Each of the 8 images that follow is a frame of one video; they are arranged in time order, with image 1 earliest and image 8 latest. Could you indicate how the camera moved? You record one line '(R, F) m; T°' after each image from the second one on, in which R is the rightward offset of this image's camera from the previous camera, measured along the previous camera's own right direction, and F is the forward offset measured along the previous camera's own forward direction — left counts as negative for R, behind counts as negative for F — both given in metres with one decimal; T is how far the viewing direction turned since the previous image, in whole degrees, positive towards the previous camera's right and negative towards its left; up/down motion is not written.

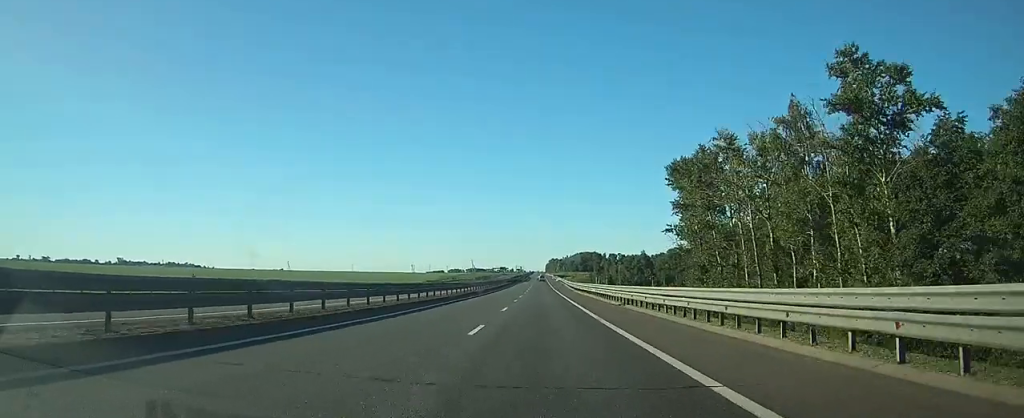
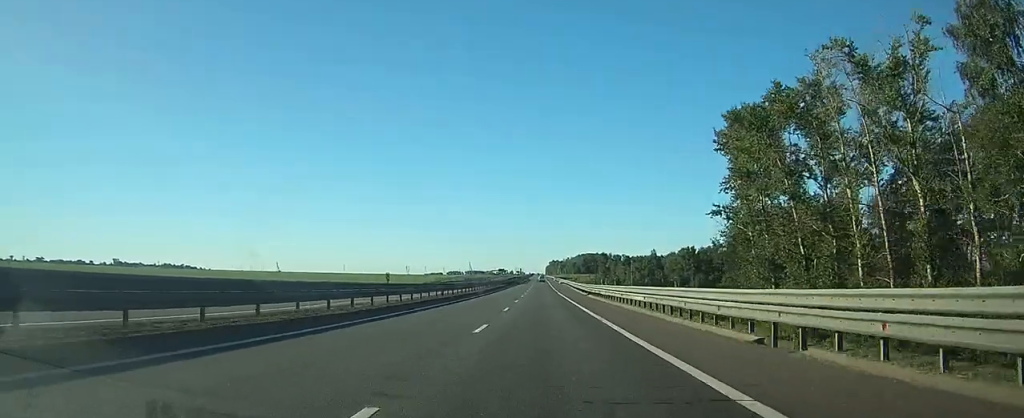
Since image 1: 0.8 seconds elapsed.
(0.0, +23.7) m; 0°
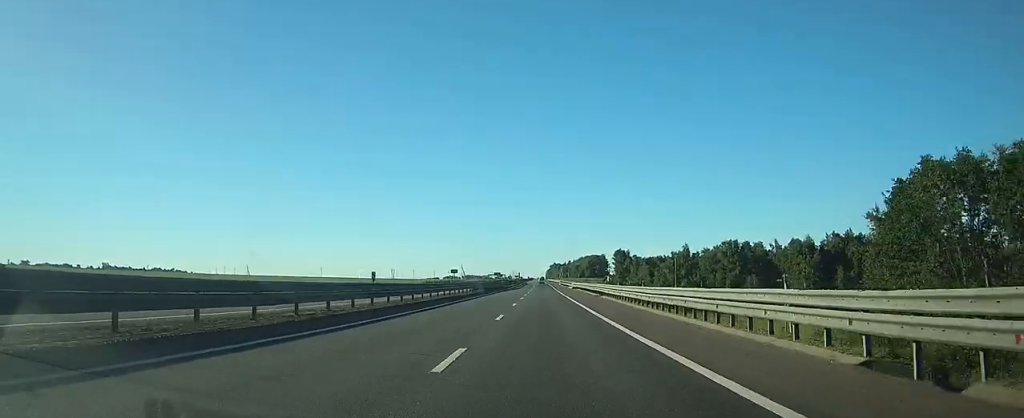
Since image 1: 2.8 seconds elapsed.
(-0.1, +54.3) m; 0°
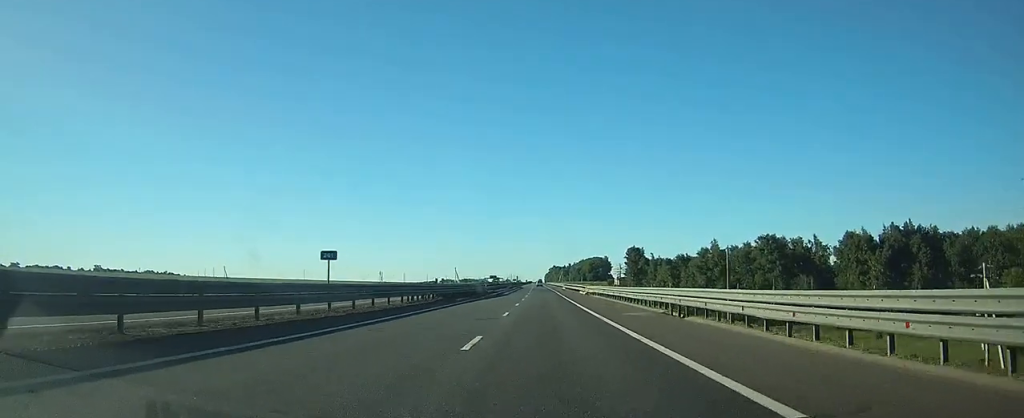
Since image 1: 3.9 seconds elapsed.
(0.0, +32.5) m; 0°
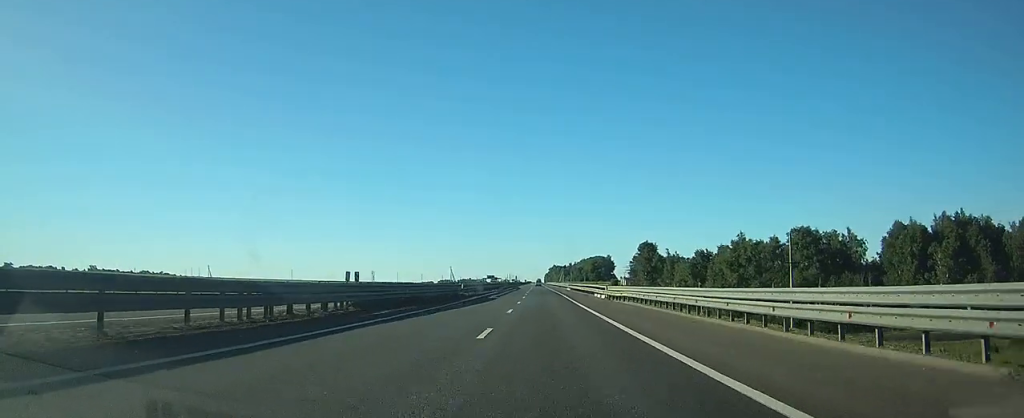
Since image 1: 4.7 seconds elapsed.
(0.0, +21.3) m; 0°
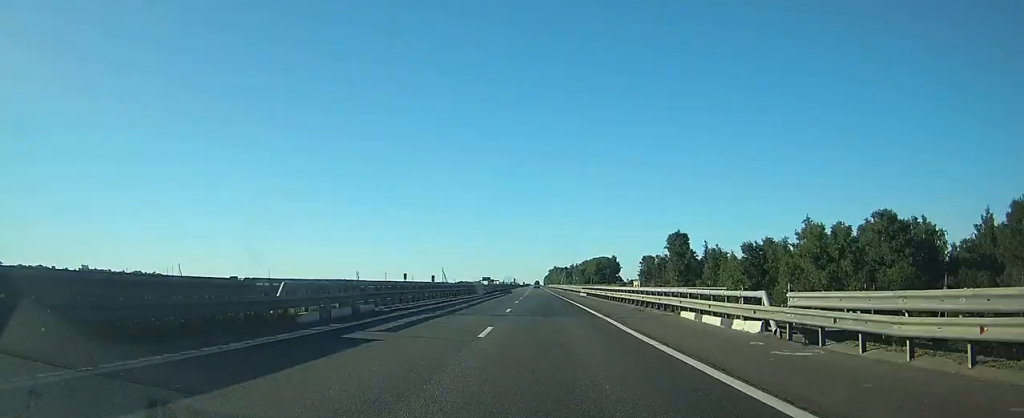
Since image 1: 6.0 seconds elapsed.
(0.0, +35.2) m; 0°
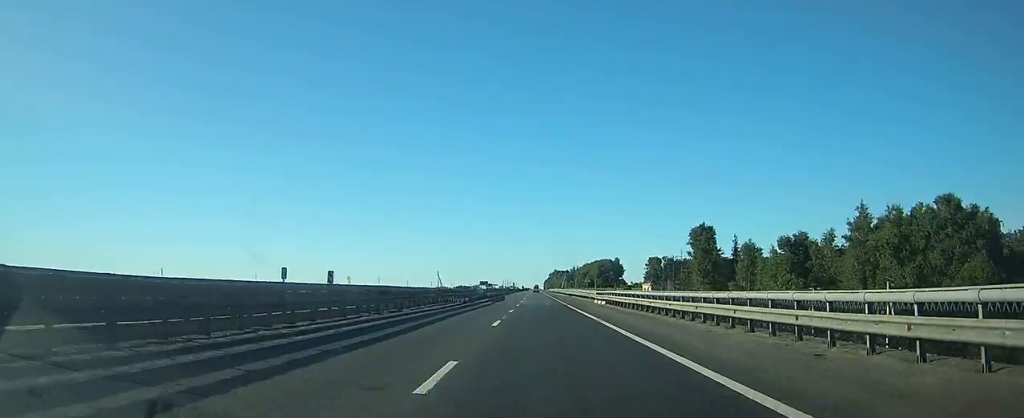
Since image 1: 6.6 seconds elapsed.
(0.0, +18.5) m; 0°
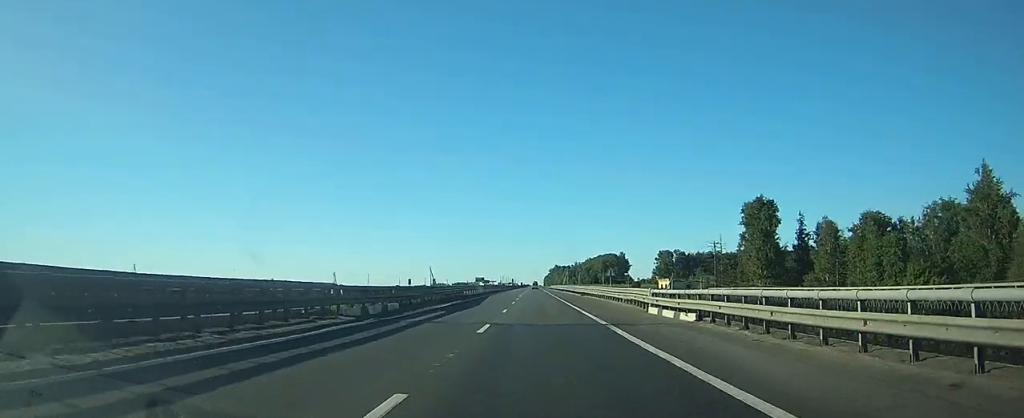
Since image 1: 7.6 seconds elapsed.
(0.0, +26.8) m; 0°
